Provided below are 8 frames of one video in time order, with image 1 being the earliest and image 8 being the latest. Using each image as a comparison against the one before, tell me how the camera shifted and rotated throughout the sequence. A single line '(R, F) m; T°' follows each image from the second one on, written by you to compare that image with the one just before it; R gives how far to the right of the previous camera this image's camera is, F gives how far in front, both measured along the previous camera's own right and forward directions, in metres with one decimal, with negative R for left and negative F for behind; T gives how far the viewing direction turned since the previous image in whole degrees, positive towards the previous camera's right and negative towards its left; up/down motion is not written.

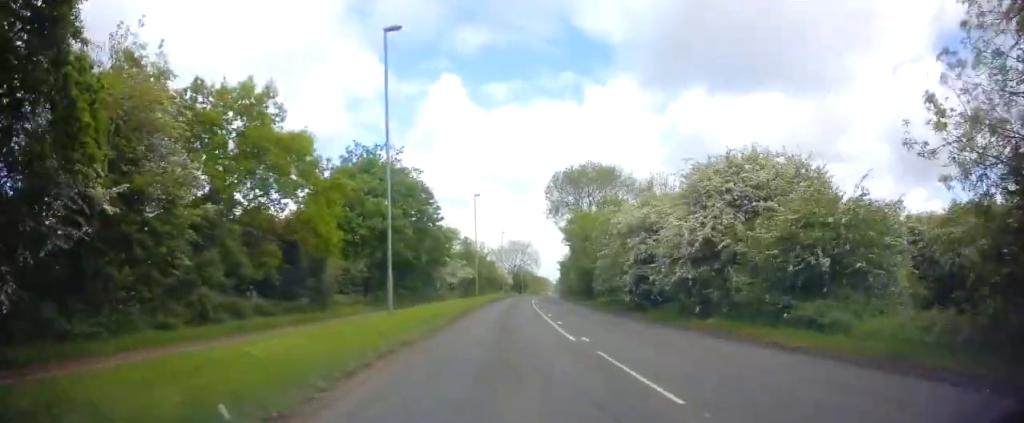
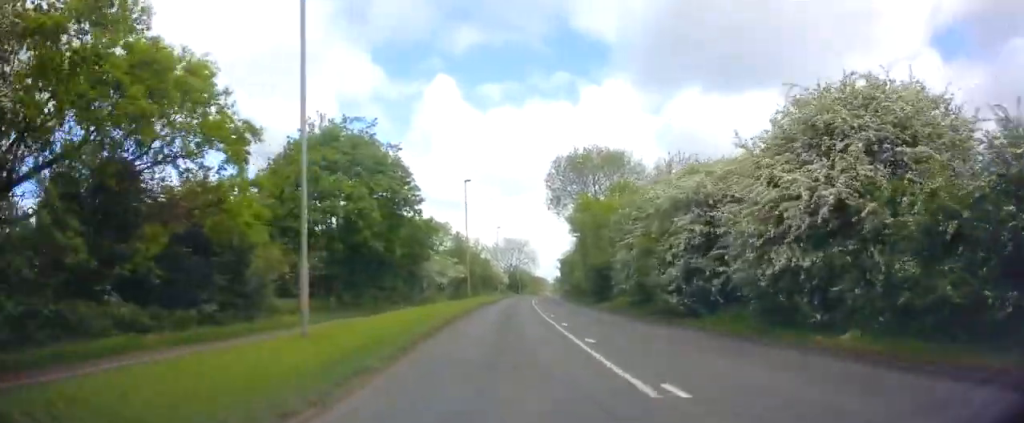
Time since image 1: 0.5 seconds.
(+0.2, +7.8) m; 0°
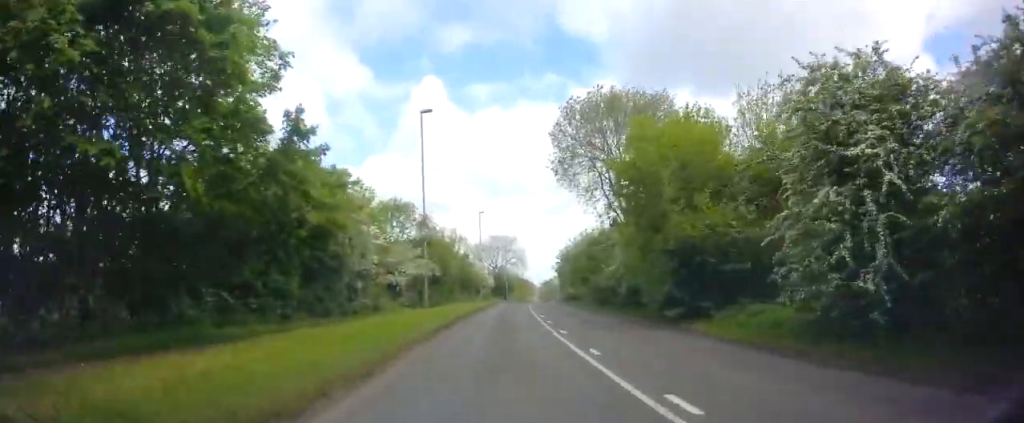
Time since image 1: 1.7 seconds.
(-0.1, +19.9) m; 0°
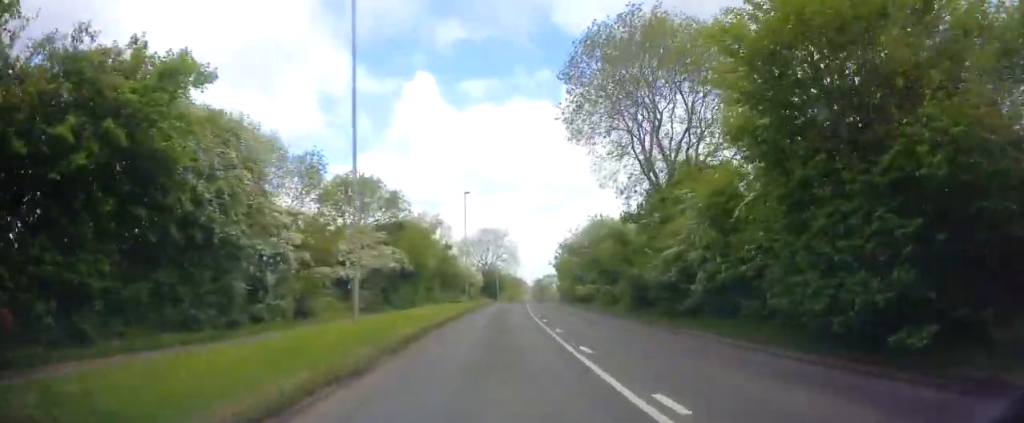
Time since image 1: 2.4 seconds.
(+0.2, +11.9) m; 0°
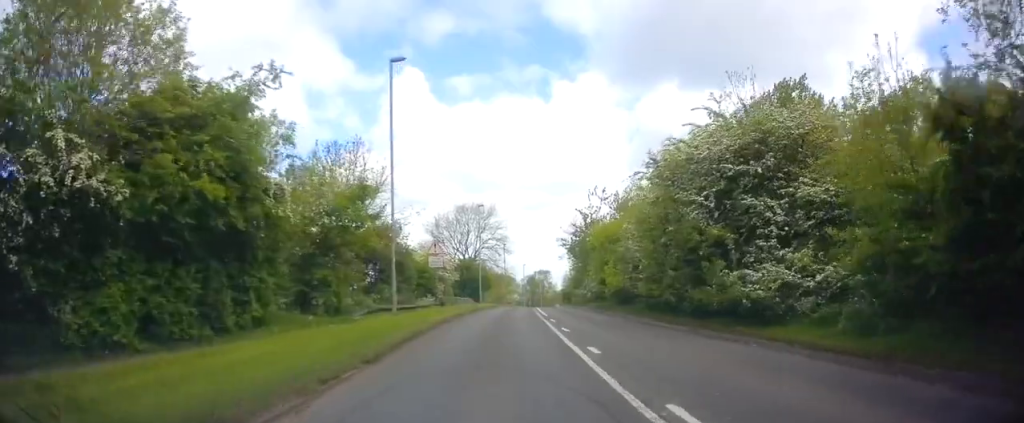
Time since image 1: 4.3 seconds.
(+0.3, +30.2) m; +2°
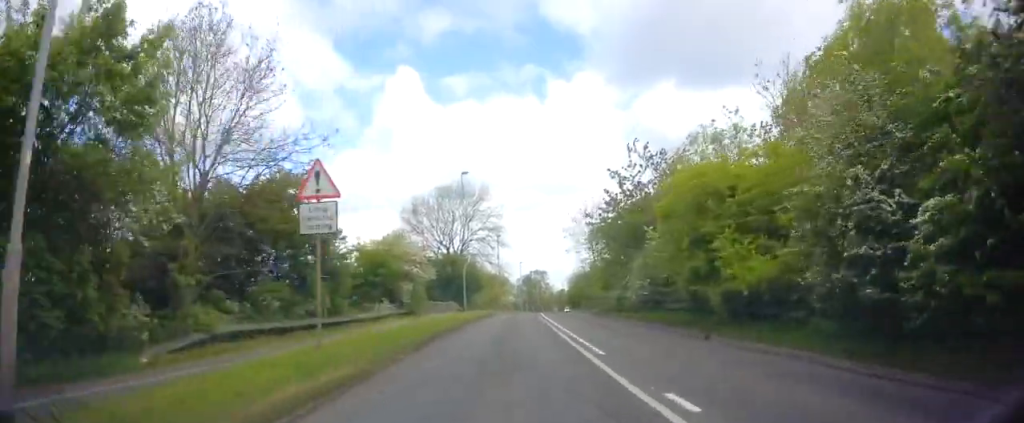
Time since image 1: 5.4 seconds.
(+0.2, +16.8) m; +1°
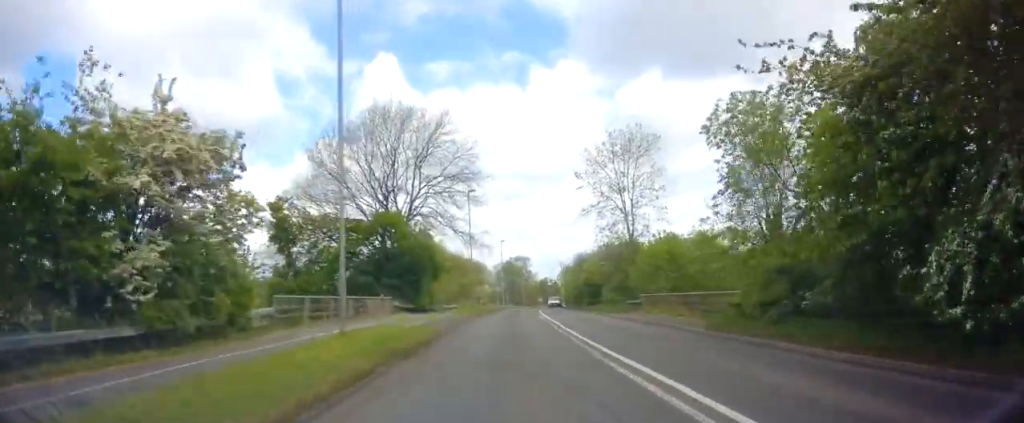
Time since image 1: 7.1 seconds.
(+0.8, +27.9) m; +2°
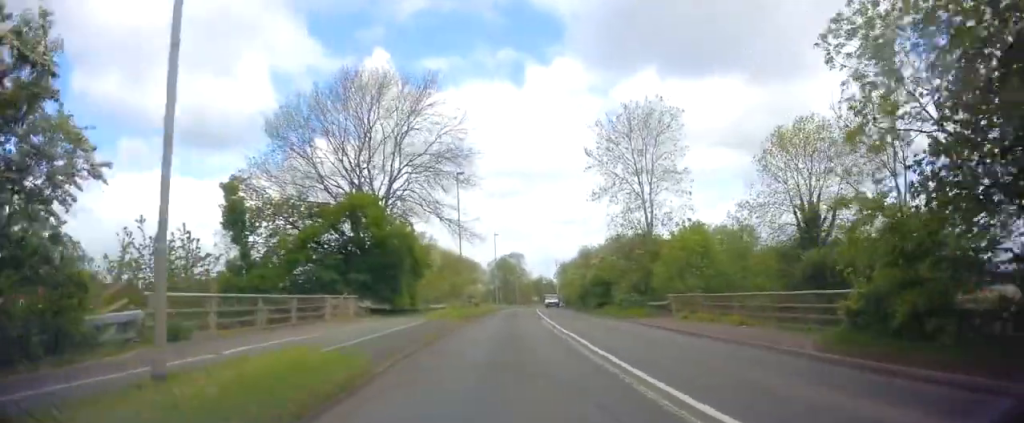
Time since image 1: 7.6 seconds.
(+0.2, +6.9) m; 0°
